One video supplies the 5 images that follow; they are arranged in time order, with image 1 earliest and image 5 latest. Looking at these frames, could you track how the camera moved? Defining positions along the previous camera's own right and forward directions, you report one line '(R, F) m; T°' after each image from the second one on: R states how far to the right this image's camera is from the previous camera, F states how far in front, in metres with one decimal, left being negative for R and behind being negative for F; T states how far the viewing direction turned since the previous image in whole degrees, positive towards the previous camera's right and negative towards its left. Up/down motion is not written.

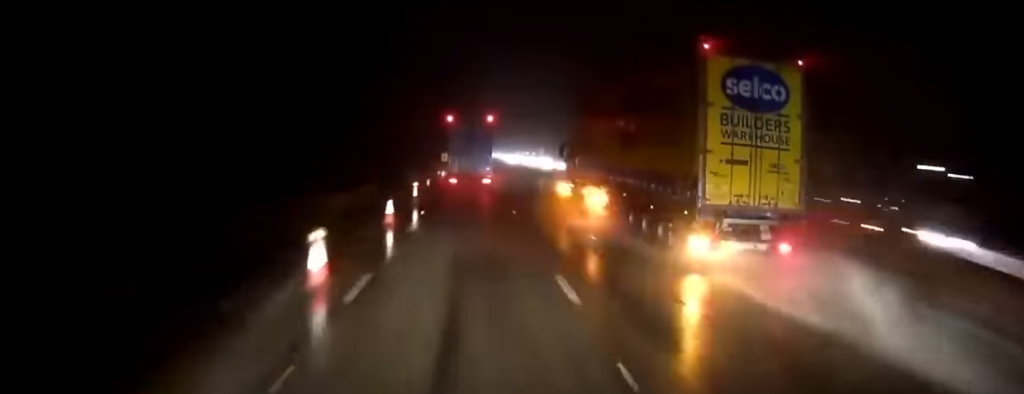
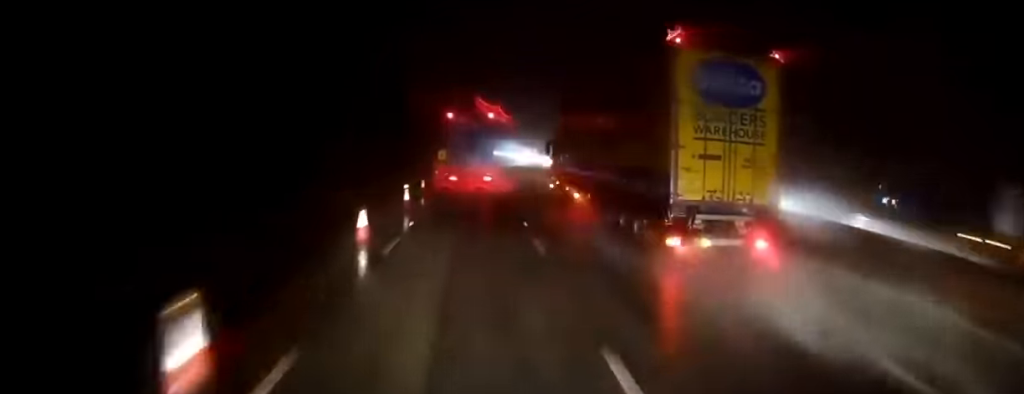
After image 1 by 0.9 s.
(+0.2, +24.4) m; 0°
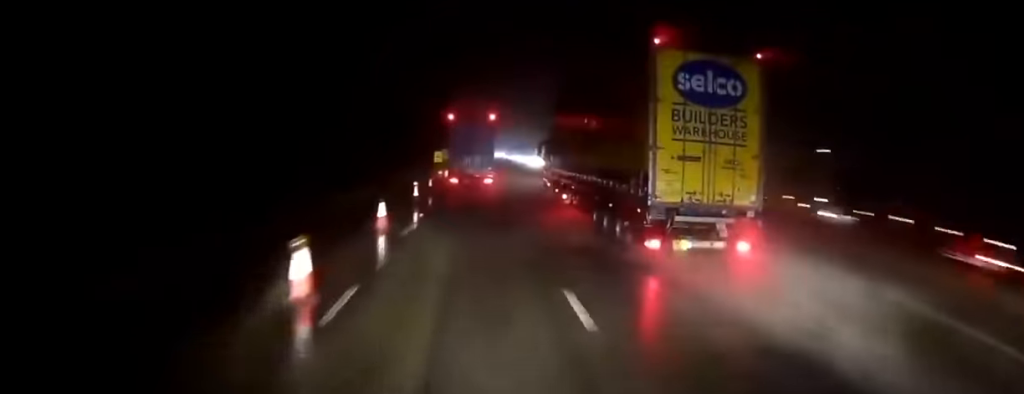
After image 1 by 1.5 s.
(0.0, +16.2) m; 0°
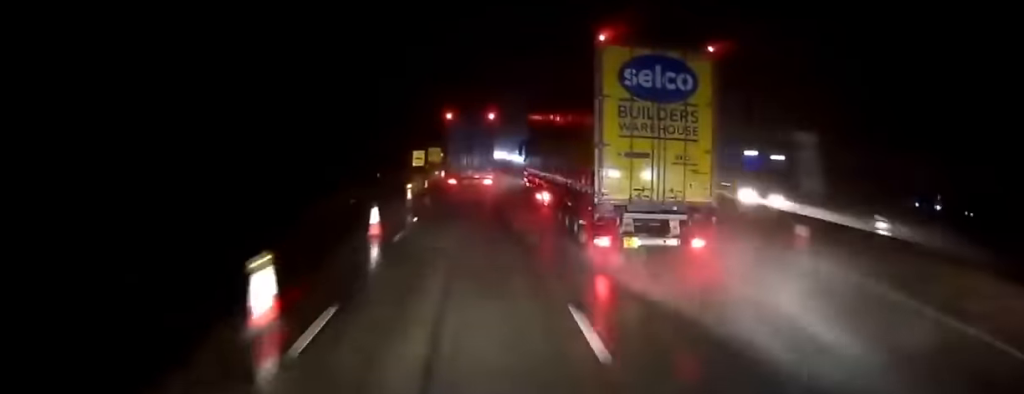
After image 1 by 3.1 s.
(-0.1, +44.2) m; 0°
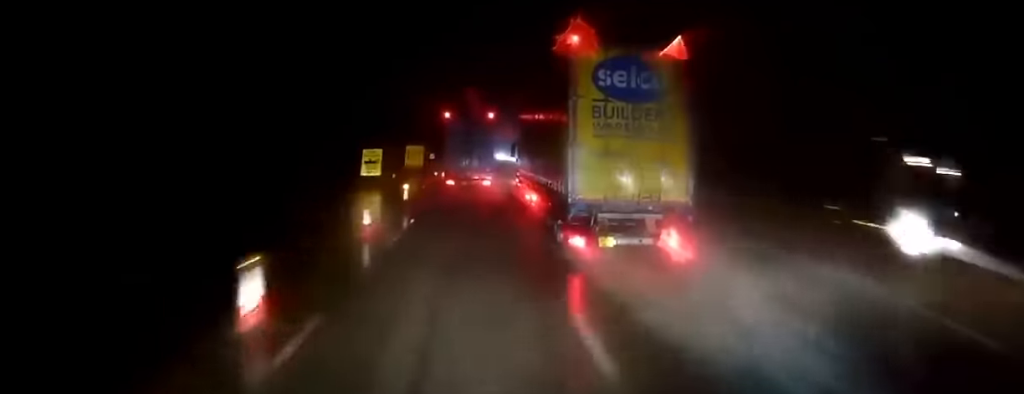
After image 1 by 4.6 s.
(-0.2, +40.3) m; -1°
